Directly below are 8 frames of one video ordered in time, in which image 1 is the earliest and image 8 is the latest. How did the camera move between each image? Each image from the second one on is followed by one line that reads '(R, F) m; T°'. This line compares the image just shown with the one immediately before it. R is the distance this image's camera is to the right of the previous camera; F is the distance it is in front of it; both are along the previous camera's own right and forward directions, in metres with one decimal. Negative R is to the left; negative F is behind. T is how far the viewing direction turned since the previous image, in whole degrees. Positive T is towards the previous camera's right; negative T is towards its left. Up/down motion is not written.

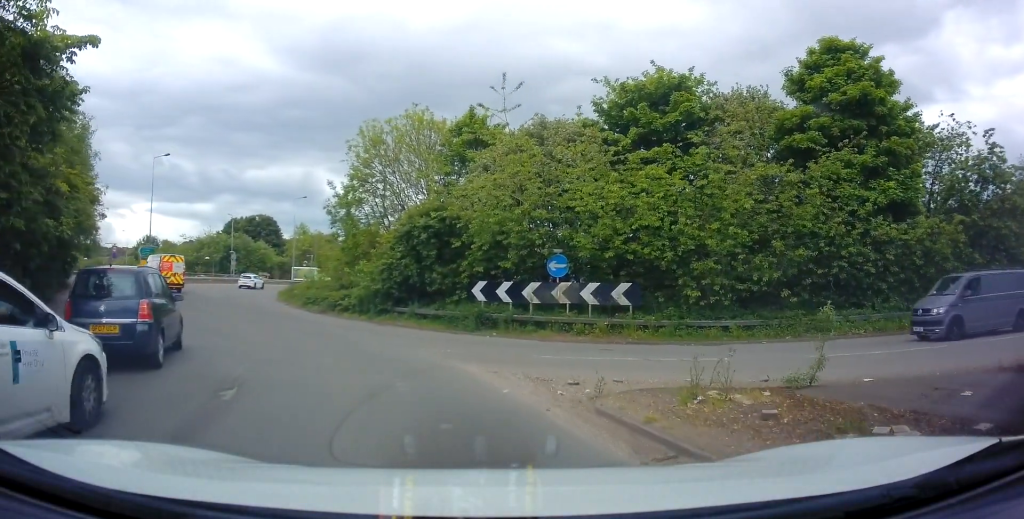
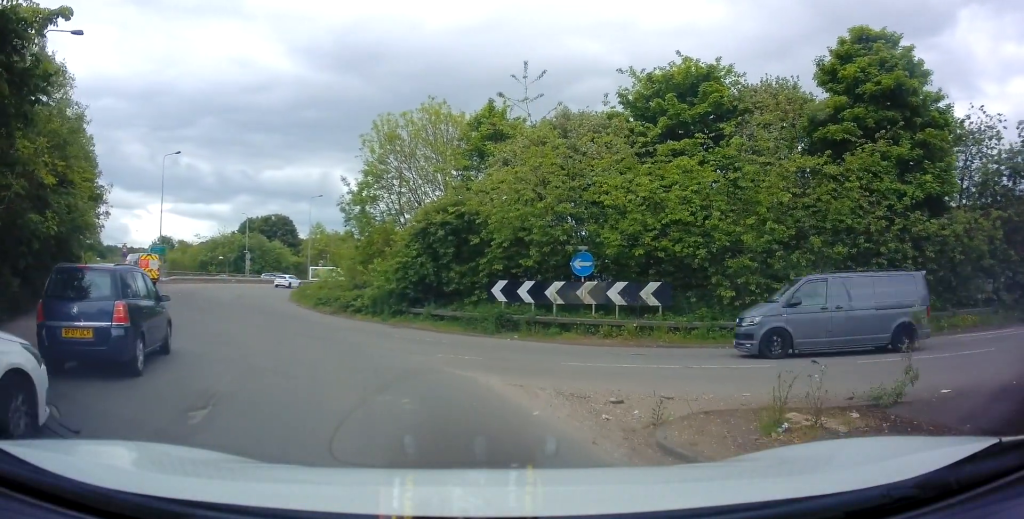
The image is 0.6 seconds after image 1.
(0.0, +1.8) m; -6°
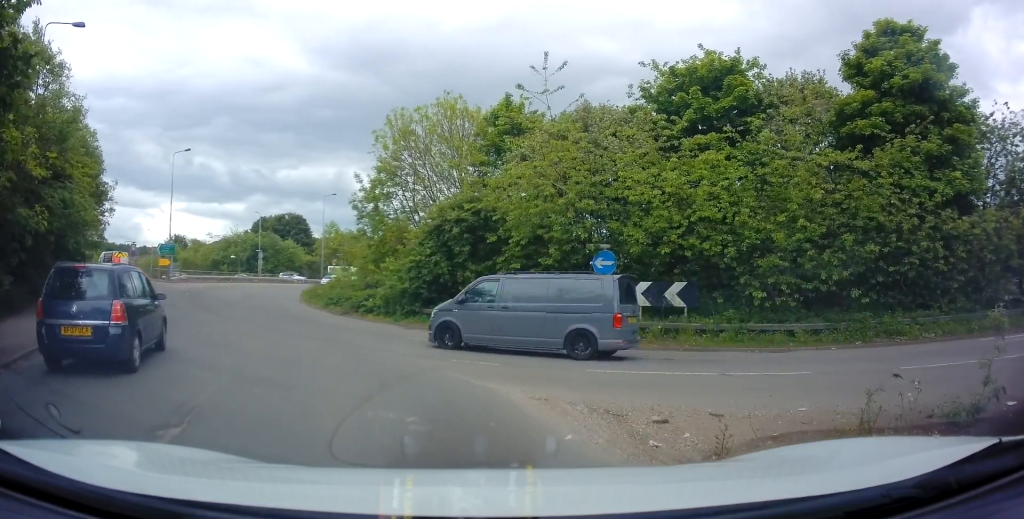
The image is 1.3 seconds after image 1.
(-0.2, +1.1) m; 0°
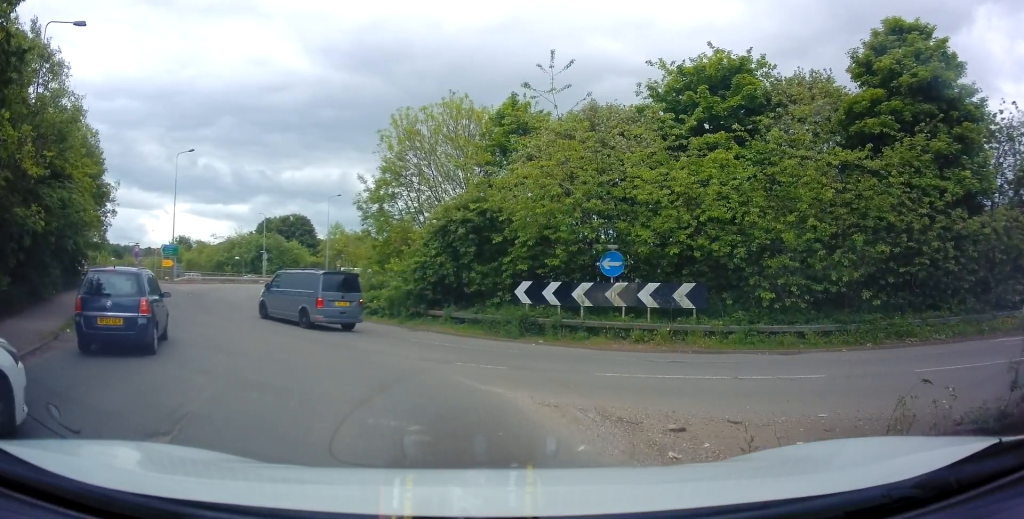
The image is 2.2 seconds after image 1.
(-0.1, +0.6) m; 0°
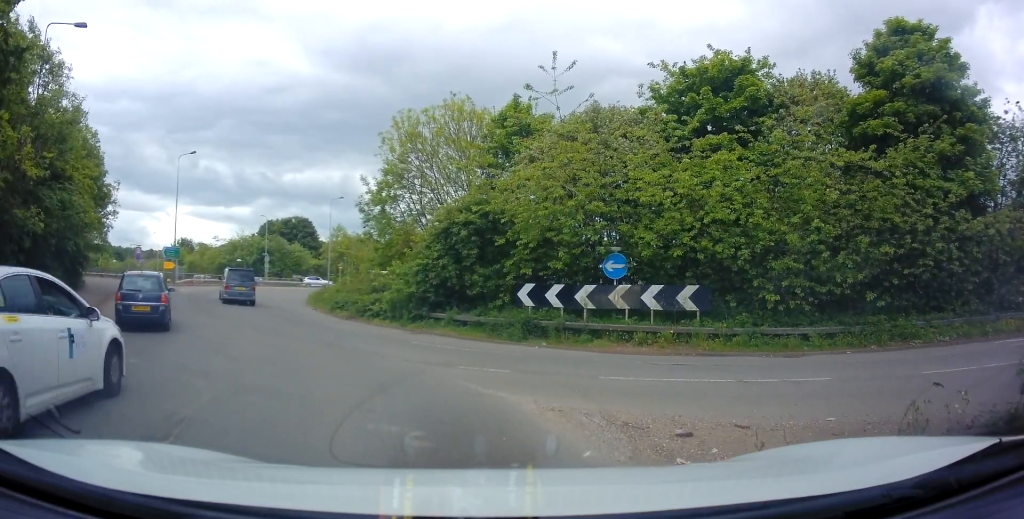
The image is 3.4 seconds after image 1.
(-0.1, +0.3) m; 0°
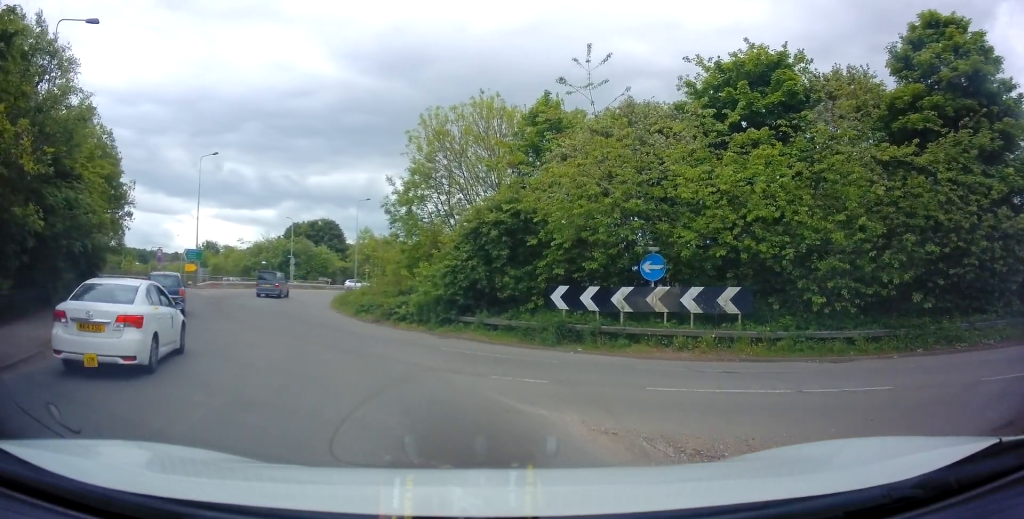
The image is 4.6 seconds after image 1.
(-0.2, +0.6) m; 0°
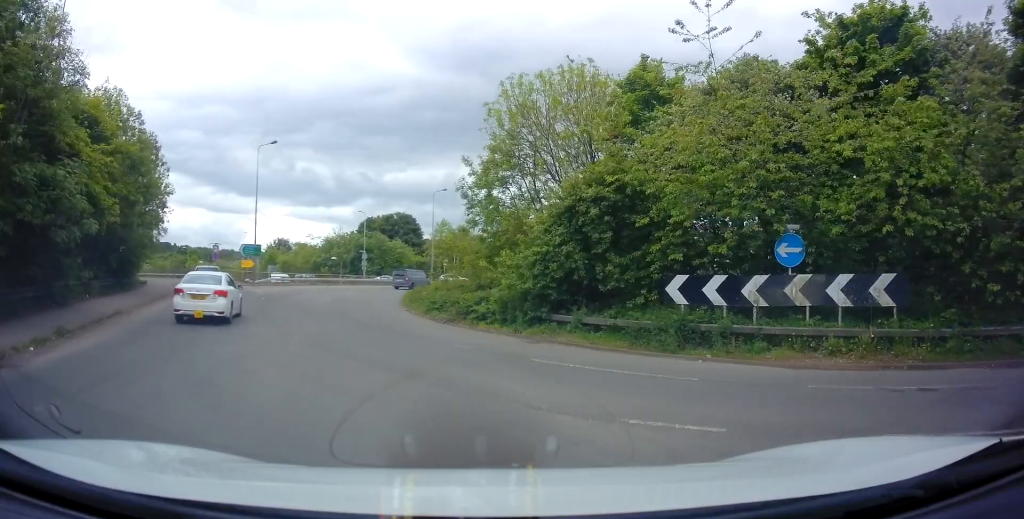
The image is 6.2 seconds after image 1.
(+0.1, +3.5) m; -5°
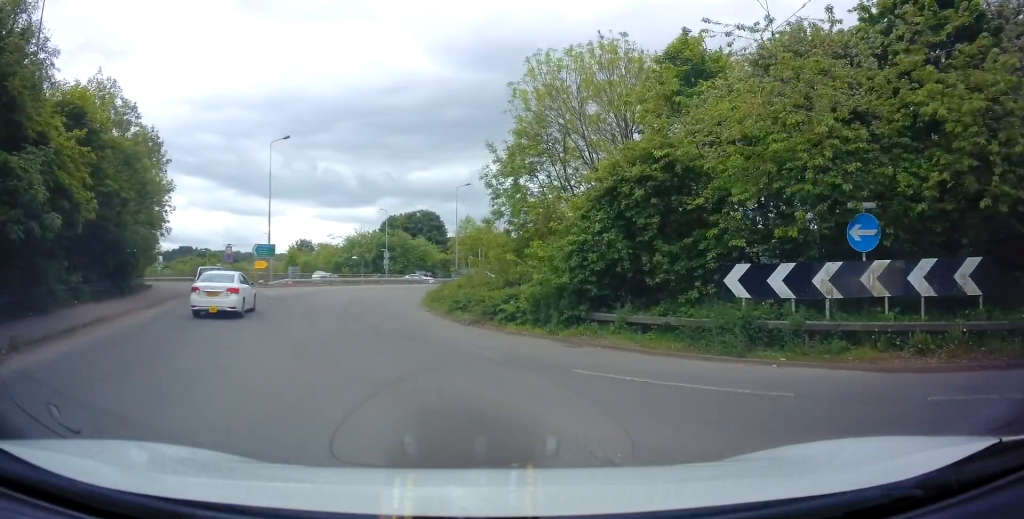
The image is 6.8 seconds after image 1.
(-0.1, +2.1) m; -4°
